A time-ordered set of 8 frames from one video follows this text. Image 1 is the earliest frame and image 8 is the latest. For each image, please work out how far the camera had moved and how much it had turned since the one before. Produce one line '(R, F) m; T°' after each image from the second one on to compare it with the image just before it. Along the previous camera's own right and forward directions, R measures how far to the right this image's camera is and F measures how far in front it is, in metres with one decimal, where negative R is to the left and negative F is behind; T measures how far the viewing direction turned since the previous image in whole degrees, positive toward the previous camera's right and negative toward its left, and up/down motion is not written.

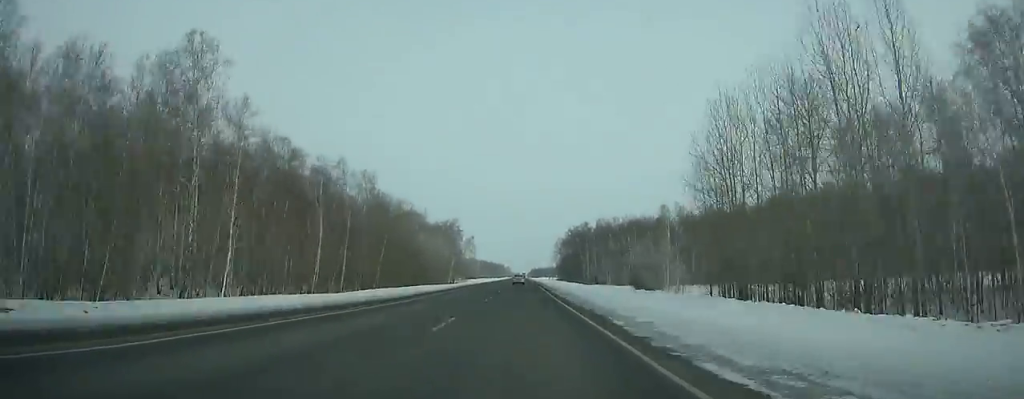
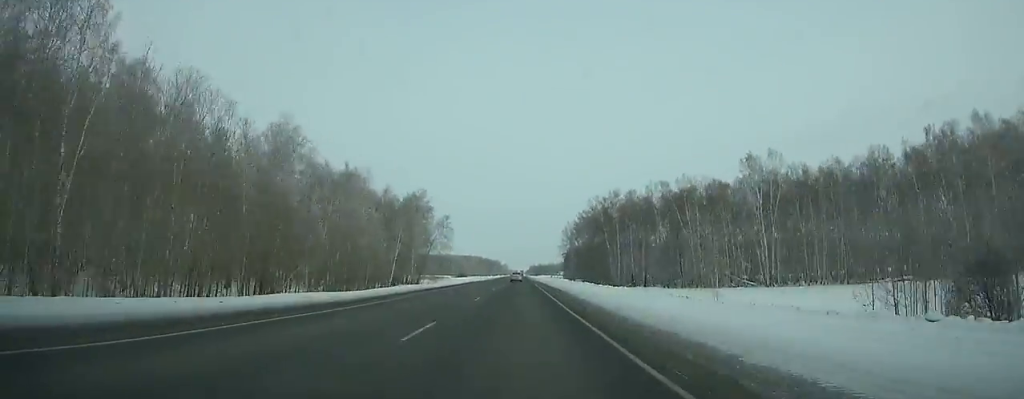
(0.0, +68.8) m; 0°
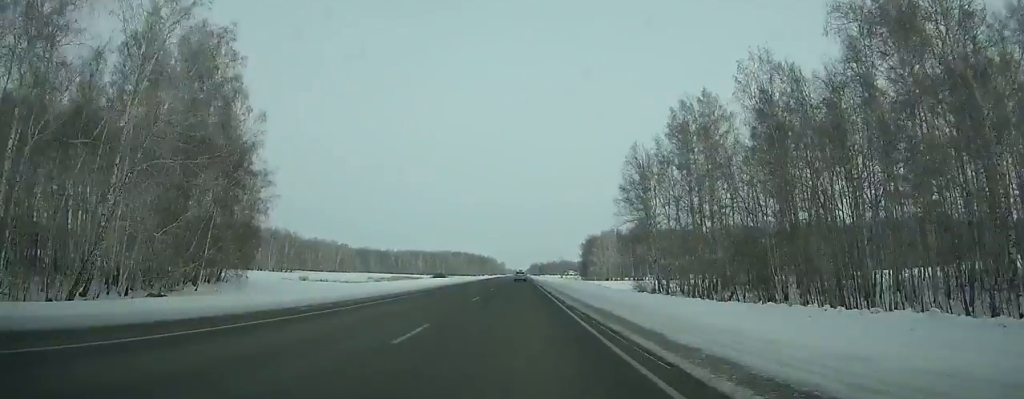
(+0.2, +111.9) m; 0°
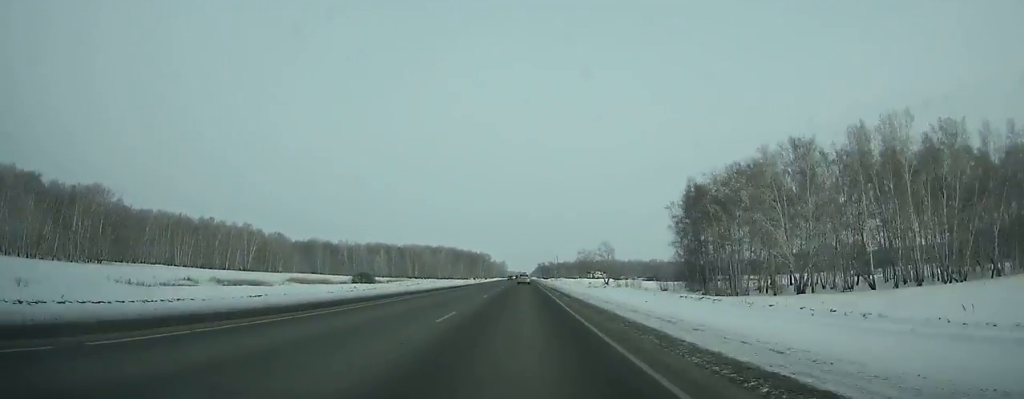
(-0.3, +155.7) m; 0°
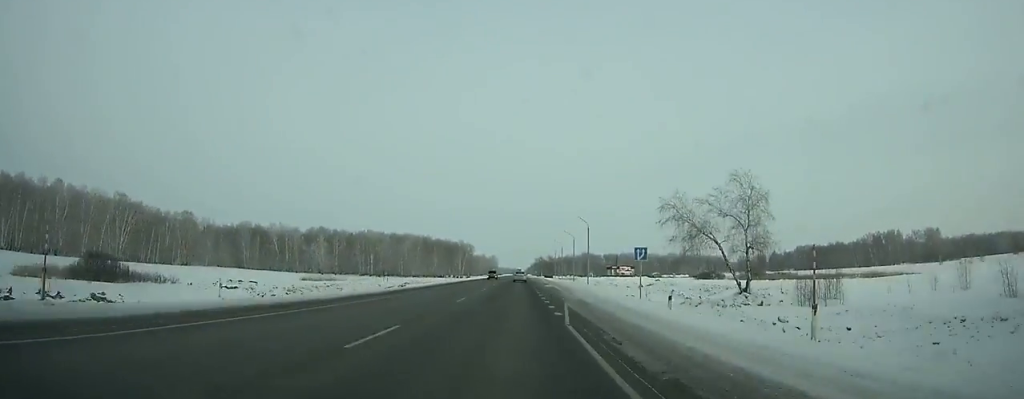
(+0.5, +102.9) m; 0°
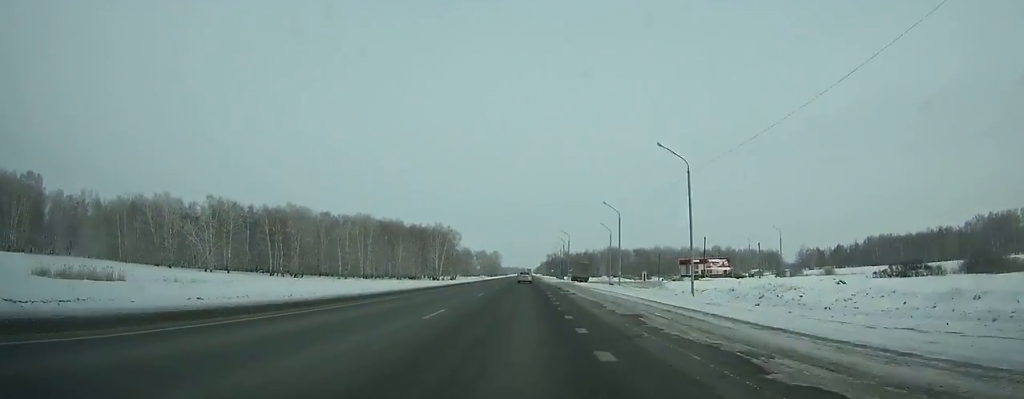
(-0.6, +104.2) m; 0°
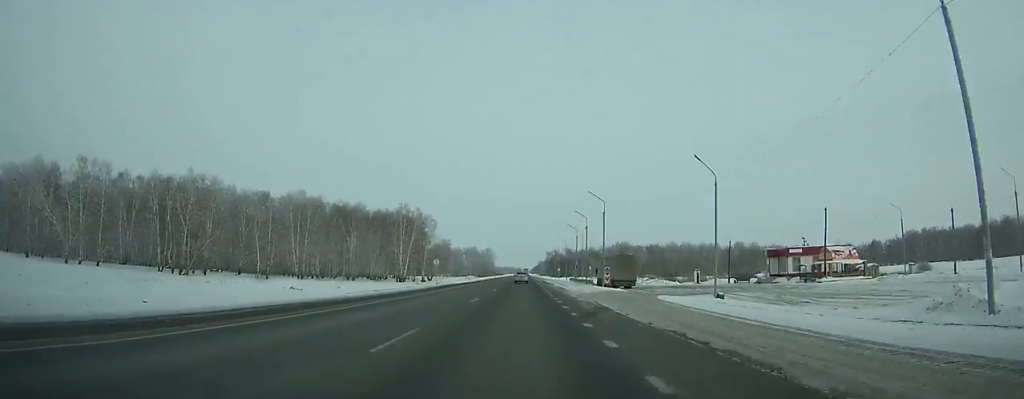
(0.0, +55.4) m; 0°
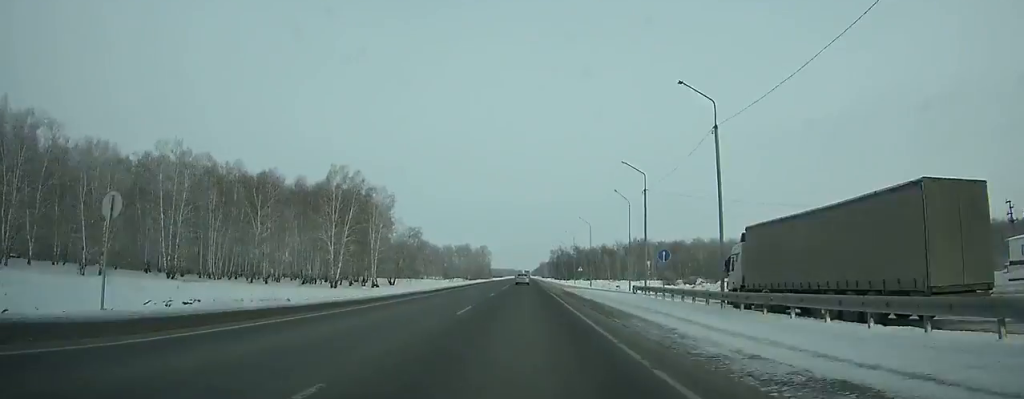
(+0.1, +55.1) m; 0°
